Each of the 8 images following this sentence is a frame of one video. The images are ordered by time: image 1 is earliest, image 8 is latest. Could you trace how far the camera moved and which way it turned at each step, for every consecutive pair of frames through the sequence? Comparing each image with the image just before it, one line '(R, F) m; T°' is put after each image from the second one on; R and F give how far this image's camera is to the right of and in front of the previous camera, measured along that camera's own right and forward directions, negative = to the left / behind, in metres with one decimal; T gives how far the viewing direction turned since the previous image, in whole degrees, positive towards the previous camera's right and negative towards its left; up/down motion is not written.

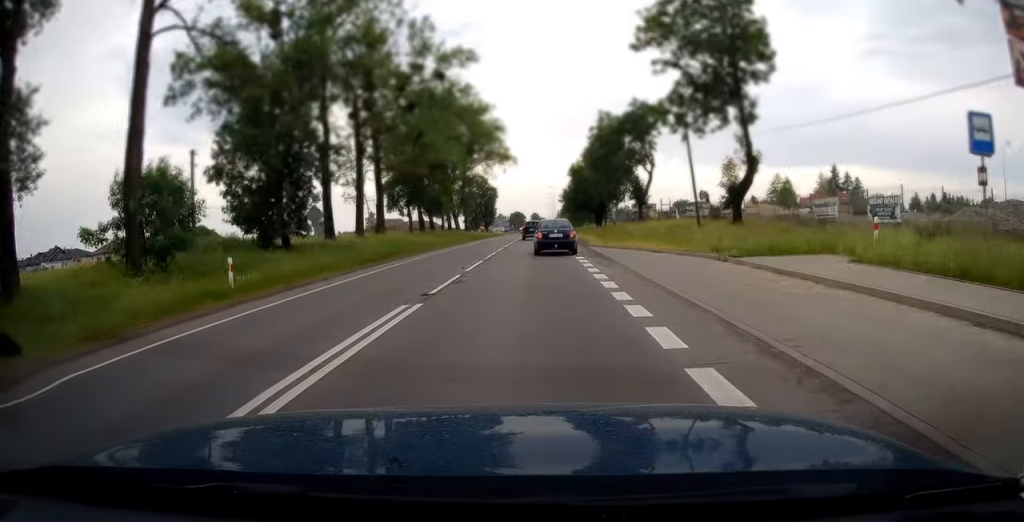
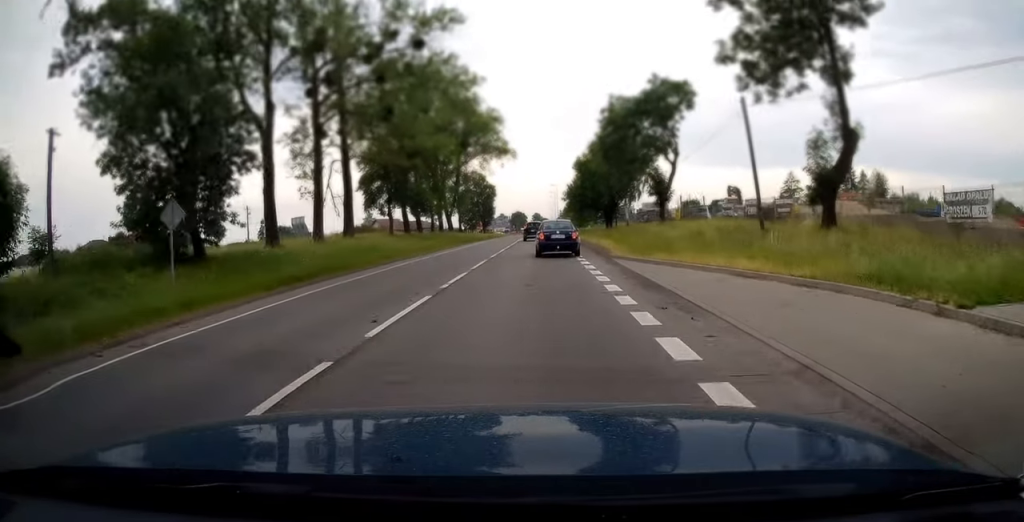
(+0.1, +10.5) m; 0°
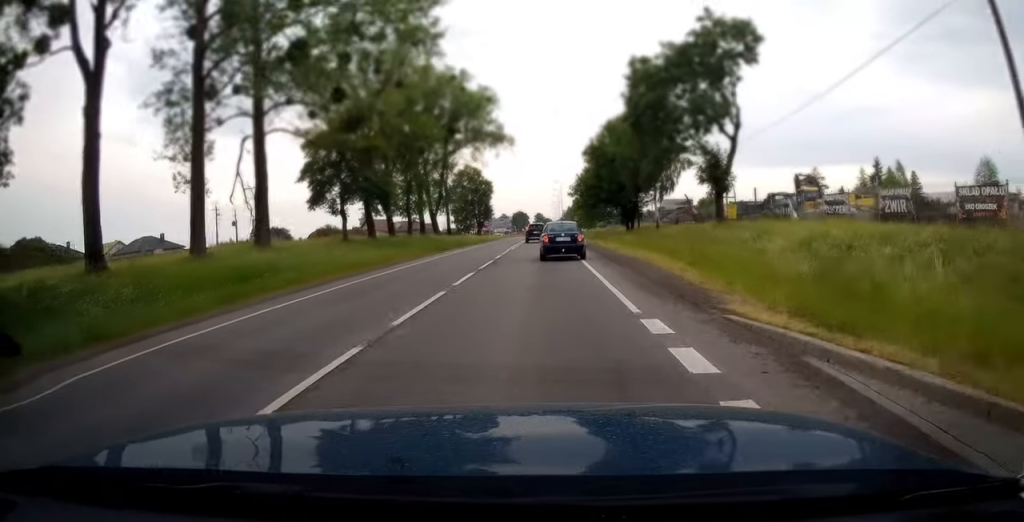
(-0.4, +16.5) m; 0°
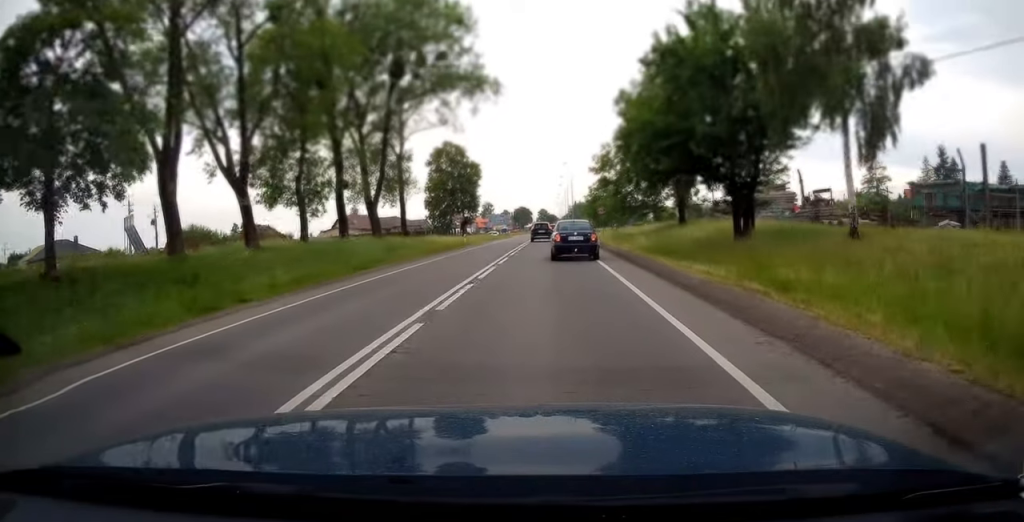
(0.0, +33.0) m; -1°
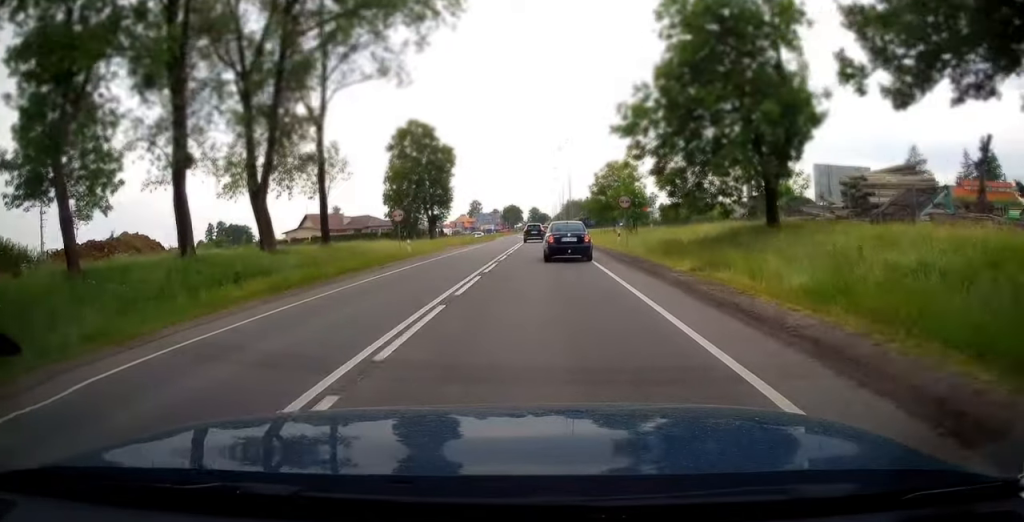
(-0.1, +21.2) m; 0°
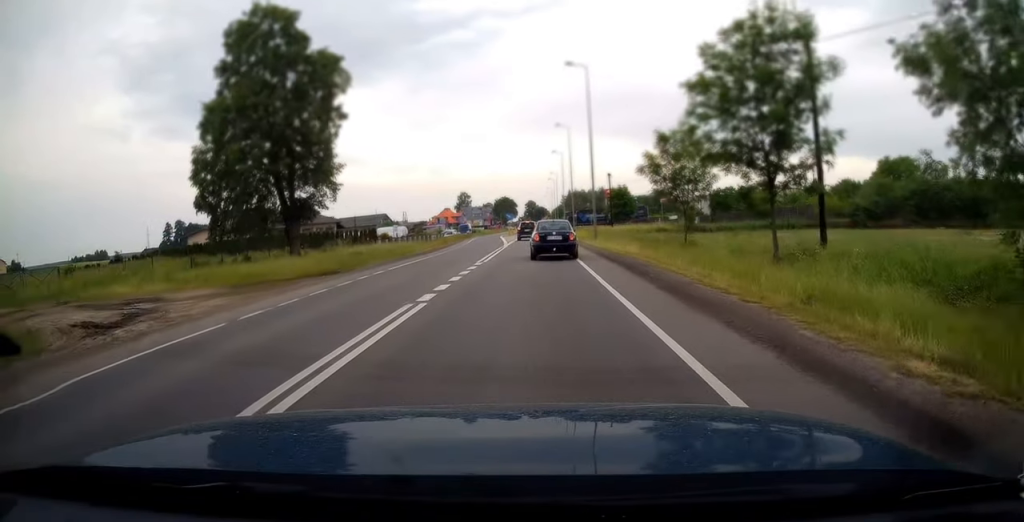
(+0.5, +42.5) m; +1°
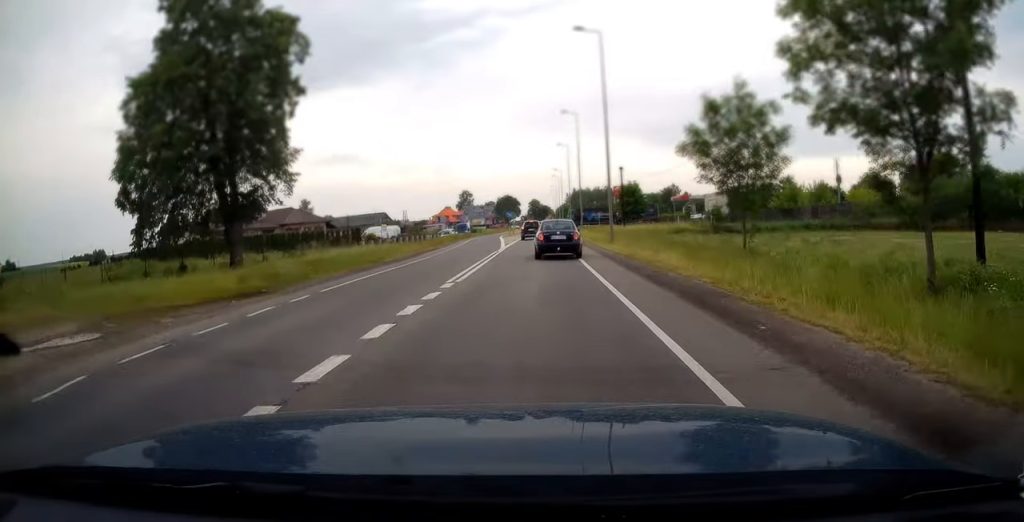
(-0.1, +7.7) m; 0°
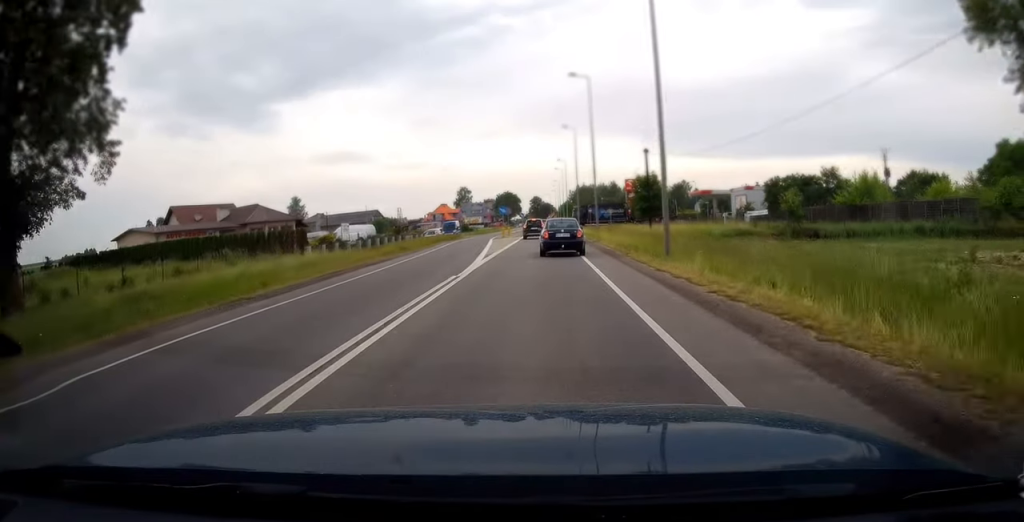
(+0.2, +14.6) m; -1°
